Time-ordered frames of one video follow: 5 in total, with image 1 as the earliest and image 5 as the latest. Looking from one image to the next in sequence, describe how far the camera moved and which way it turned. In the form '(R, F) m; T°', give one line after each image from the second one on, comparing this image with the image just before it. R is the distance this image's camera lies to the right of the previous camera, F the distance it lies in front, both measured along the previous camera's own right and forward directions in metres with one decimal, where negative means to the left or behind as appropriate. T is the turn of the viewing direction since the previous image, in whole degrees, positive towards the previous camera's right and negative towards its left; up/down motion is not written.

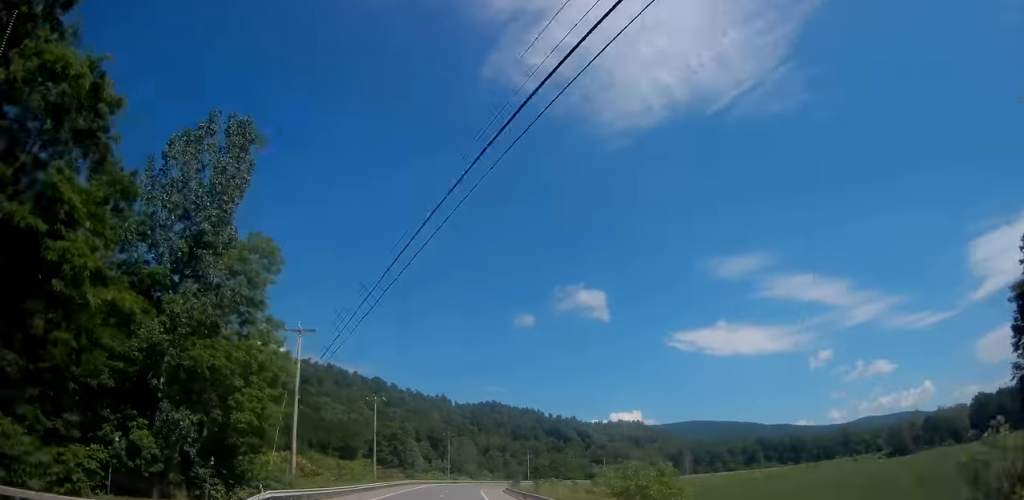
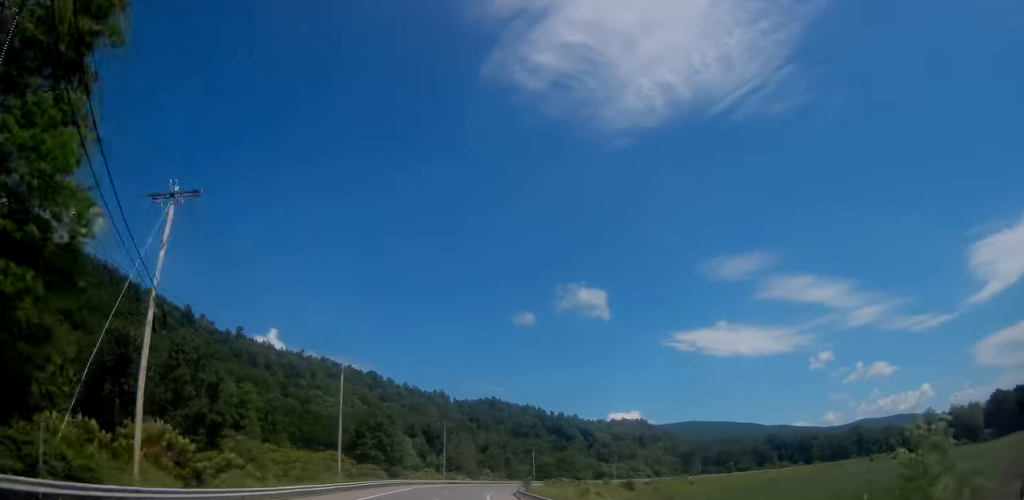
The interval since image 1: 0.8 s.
(+0.2, +19.7) m; +1°
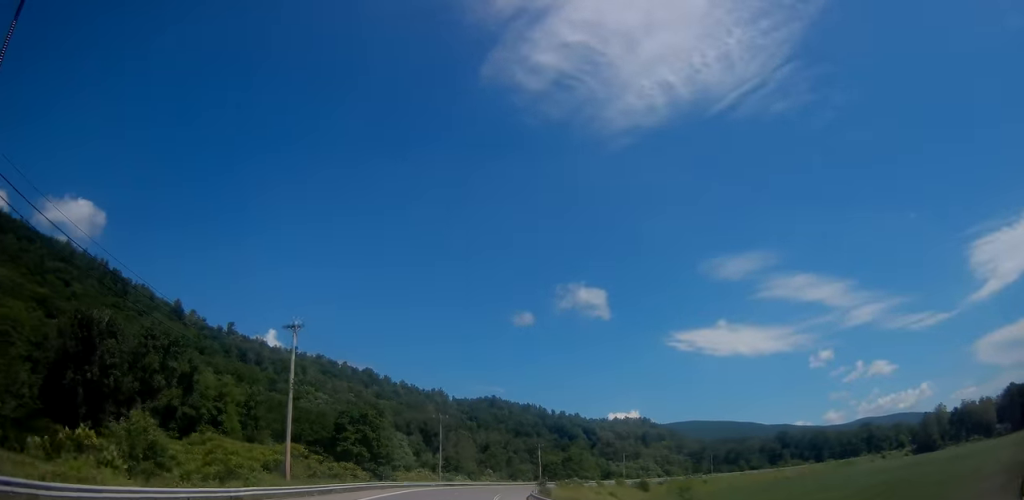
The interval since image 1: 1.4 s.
(+0.1, +15.5) m; +1°
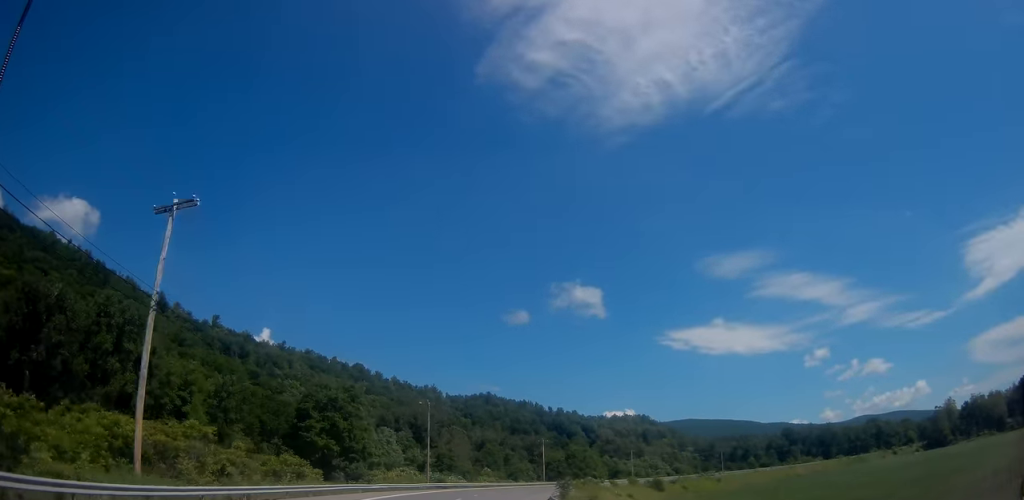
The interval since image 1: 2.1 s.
(0.0, +18.1) m; +1°
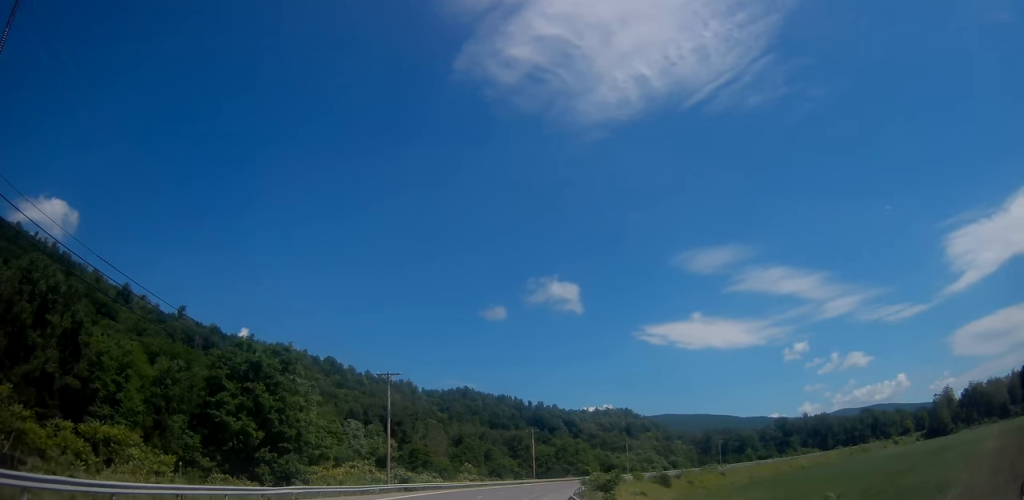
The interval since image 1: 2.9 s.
(+0.5, +20.8) m; +3°
